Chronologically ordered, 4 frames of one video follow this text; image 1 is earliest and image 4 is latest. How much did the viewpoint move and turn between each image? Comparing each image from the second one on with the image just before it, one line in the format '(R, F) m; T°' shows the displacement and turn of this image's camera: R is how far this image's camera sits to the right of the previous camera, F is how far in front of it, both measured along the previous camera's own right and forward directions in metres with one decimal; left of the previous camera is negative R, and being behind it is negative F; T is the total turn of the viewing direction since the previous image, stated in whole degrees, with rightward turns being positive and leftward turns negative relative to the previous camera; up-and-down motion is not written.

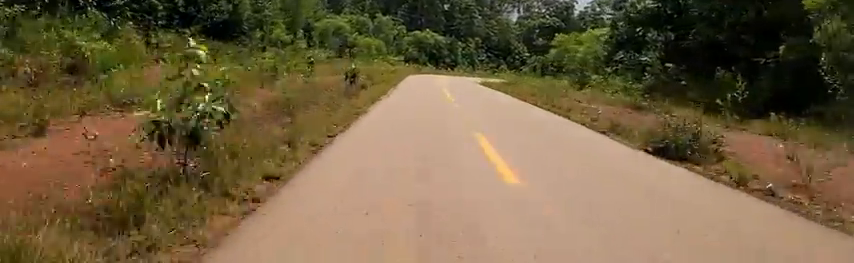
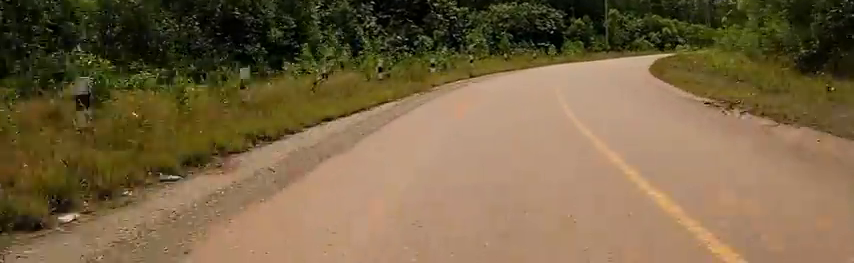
(+5.0, +54.1) m; +35°
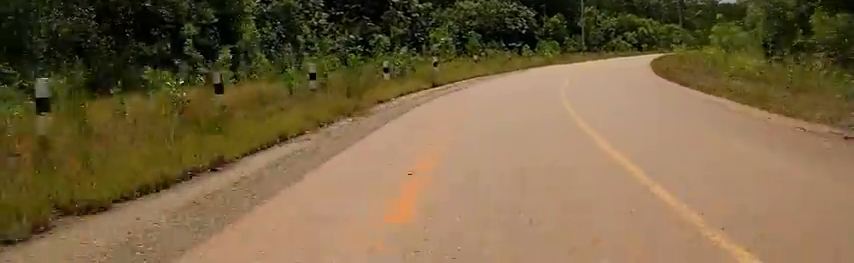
(+0.9, +5.3) m; +4°
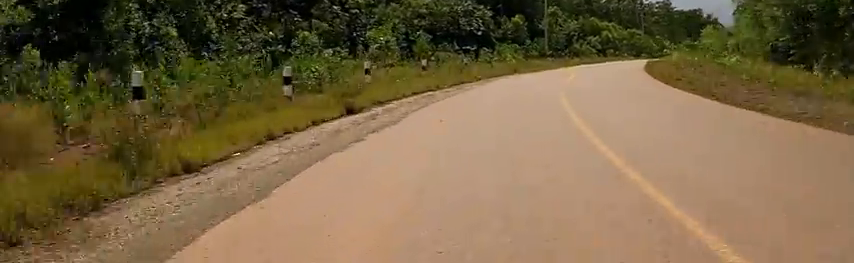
(+0.5, +6.6) m; +5°
